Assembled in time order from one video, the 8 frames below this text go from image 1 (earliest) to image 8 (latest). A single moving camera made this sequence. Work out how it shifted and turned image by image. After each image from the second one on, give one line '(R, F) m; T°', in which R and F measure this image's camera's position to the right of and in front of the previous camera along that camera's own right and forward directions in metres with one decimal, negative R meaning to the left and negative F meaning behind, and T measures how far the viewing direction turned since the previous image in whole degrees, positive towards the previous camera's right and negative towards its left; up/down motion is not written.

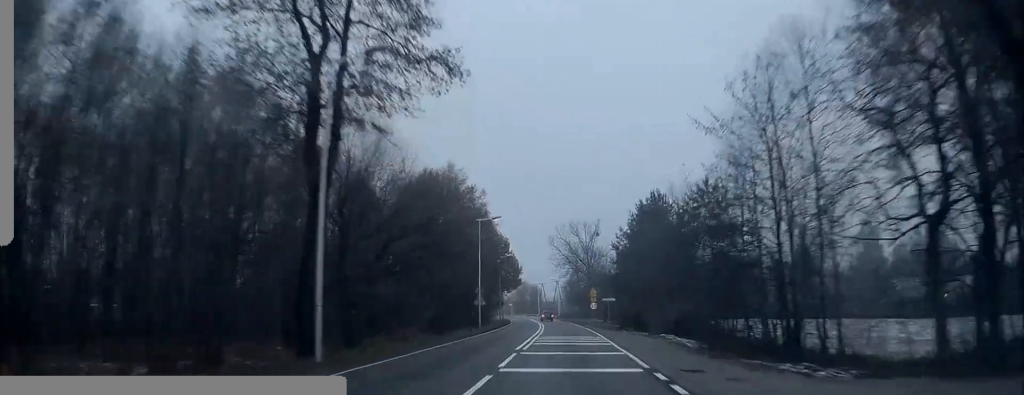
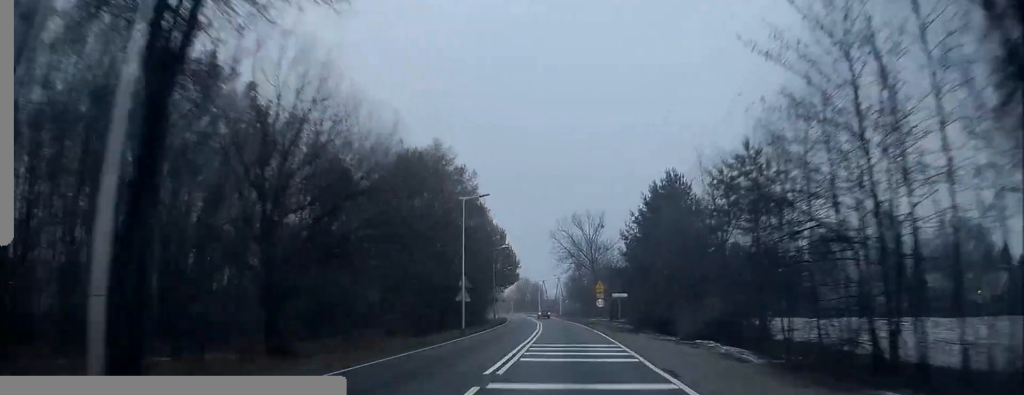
(-0.1, +8.1) m; -1°
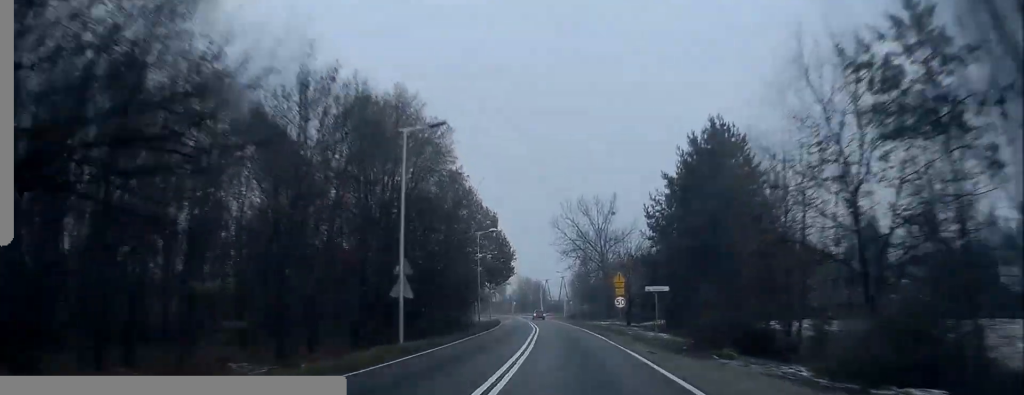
(-0.3, +15.0) m; 0°
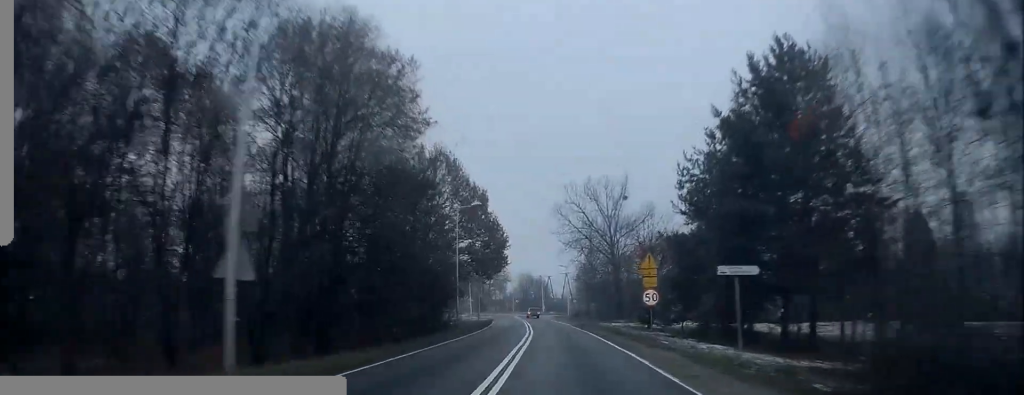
(0.0, +12.1) m; 0°
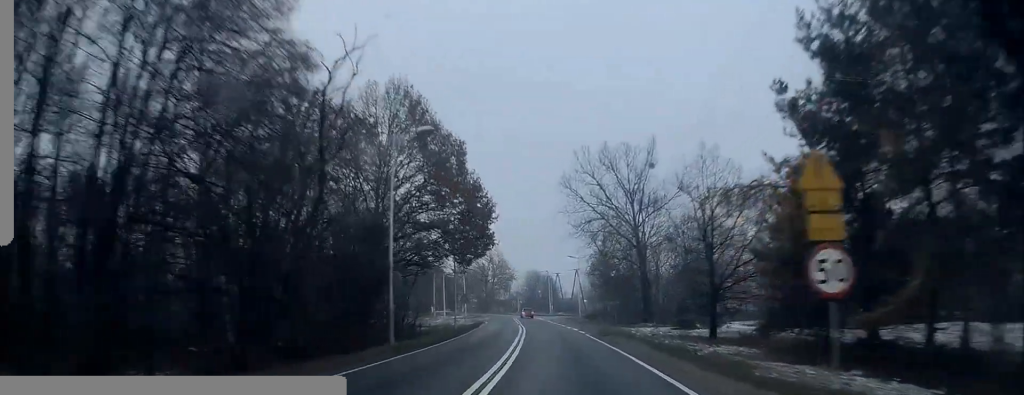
(+0.3, +17.2) m; -1°
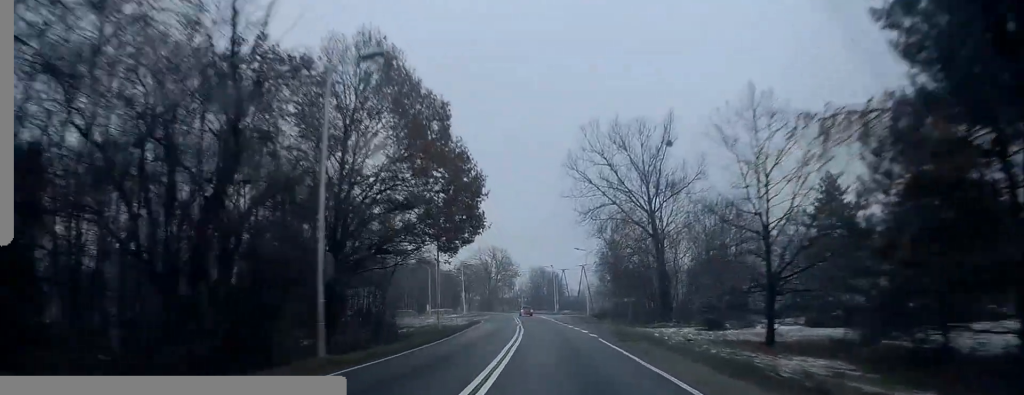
(-0.3, +7.4) m; -1°
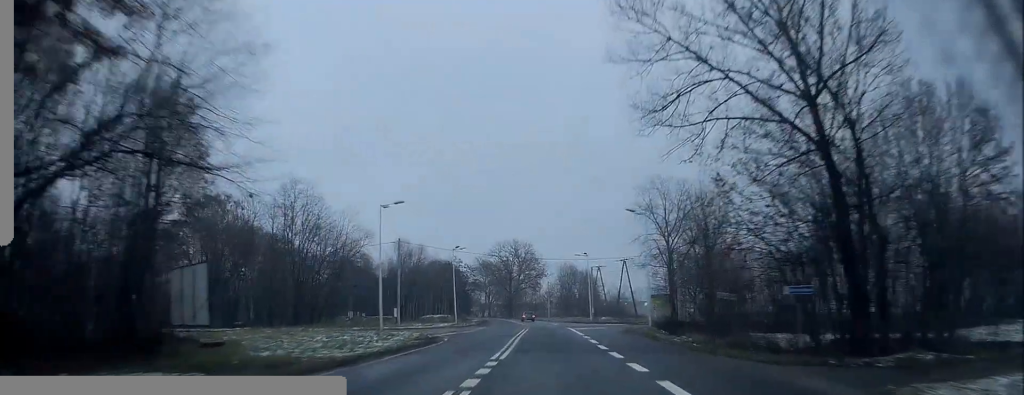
(-0.9, +30.6) m; -3°
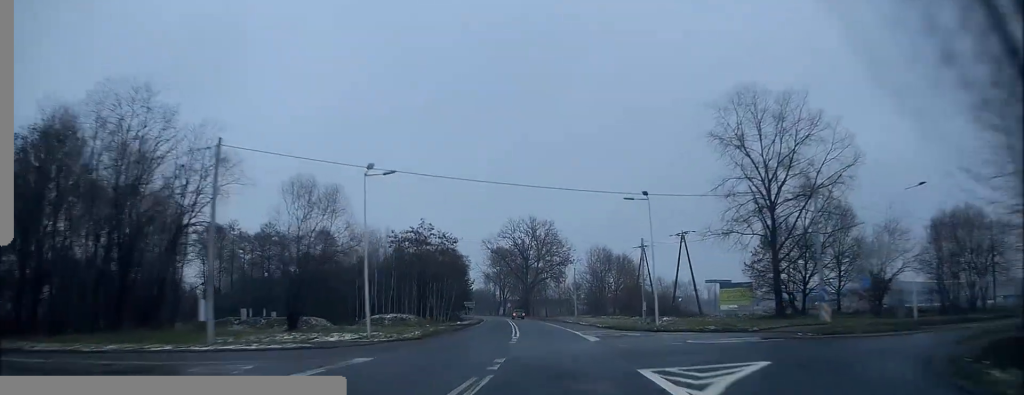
(-0.6, +35.7) m; -3°
